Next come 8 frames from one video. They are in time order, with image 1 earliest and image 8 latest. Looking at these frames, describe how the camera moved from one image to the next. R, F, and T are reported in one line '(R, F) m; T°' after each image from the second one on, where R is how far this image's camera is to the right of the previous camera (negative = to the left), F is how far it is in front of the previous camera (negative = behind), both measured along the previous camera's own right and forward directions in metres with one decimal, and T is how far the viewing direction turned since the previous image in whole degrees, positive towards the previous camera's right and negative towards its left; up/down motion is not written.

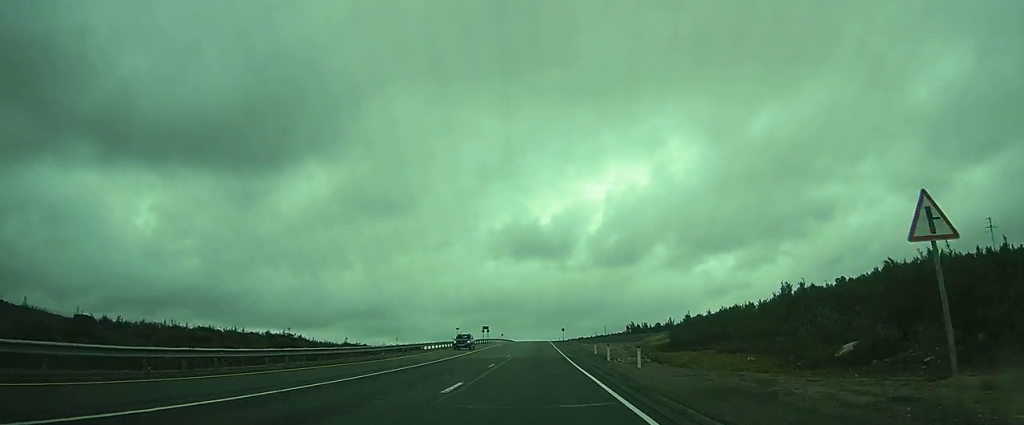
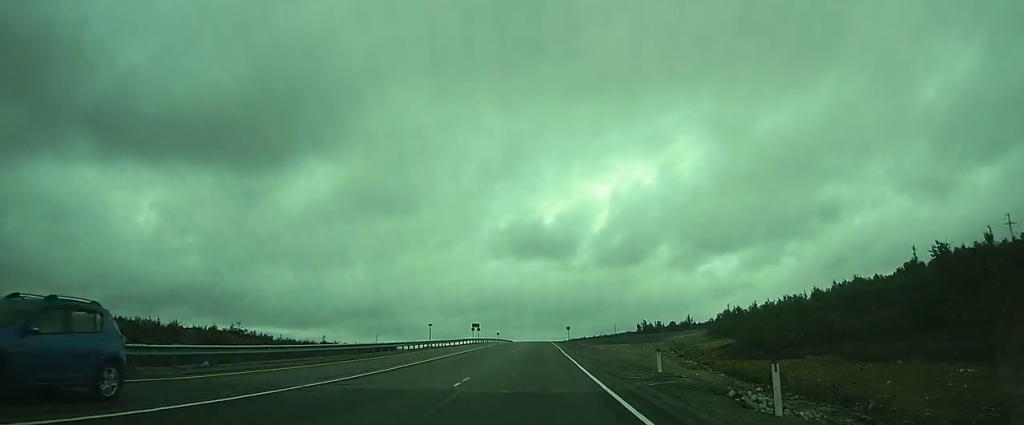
(+0.2, +22.4) m; 0°
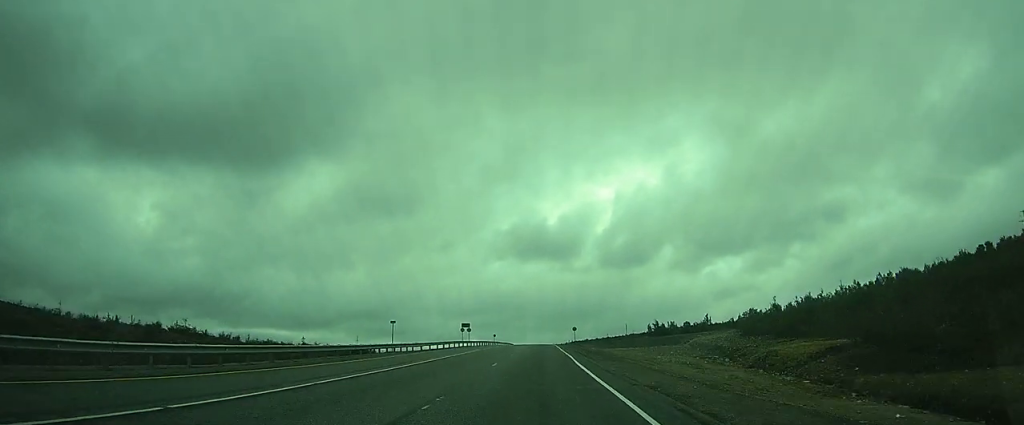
(0.0, +17.2) m; 0°
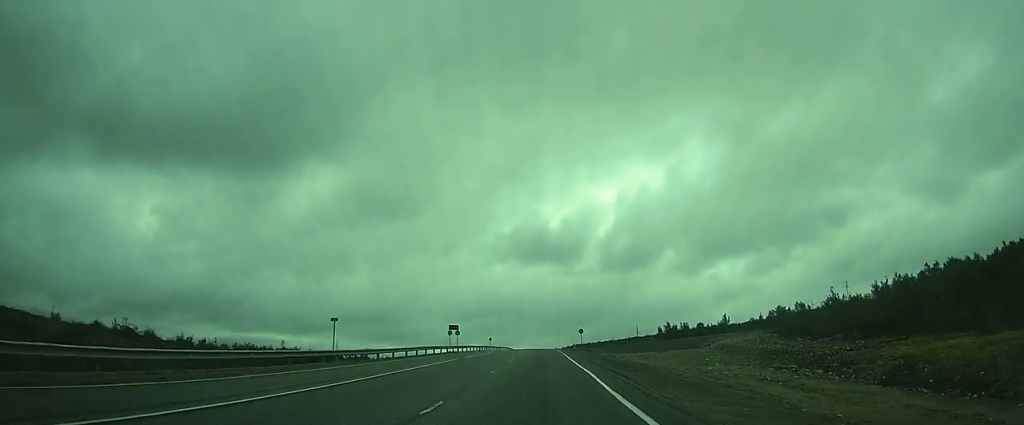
(-0.1, +14.1) m; -1°
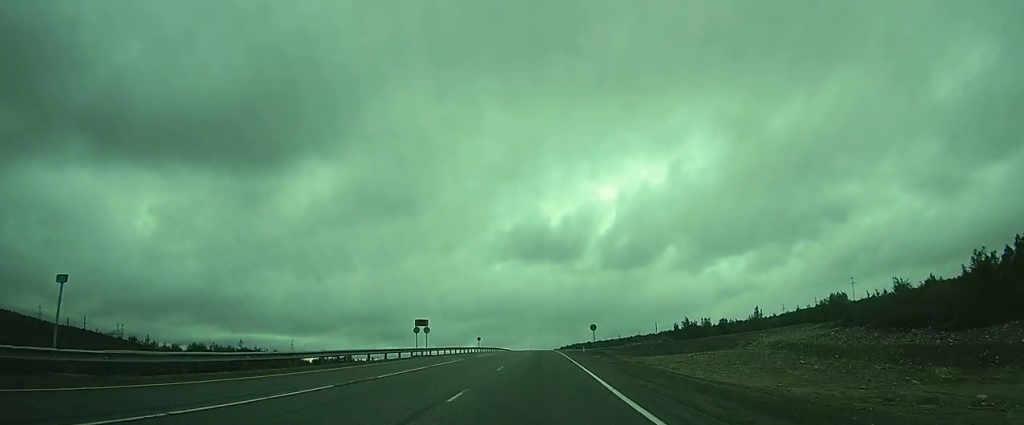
(0.0, +21.3) m; 0°
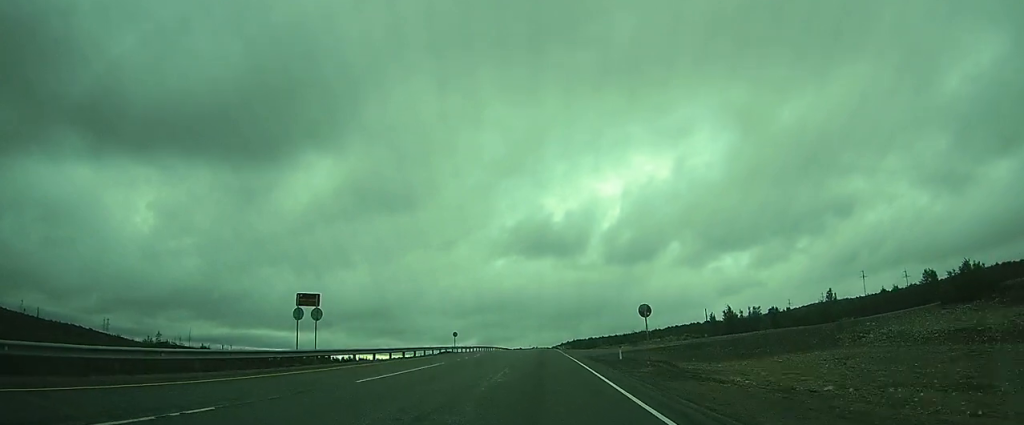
(+0.3, +30.4) m; +1°
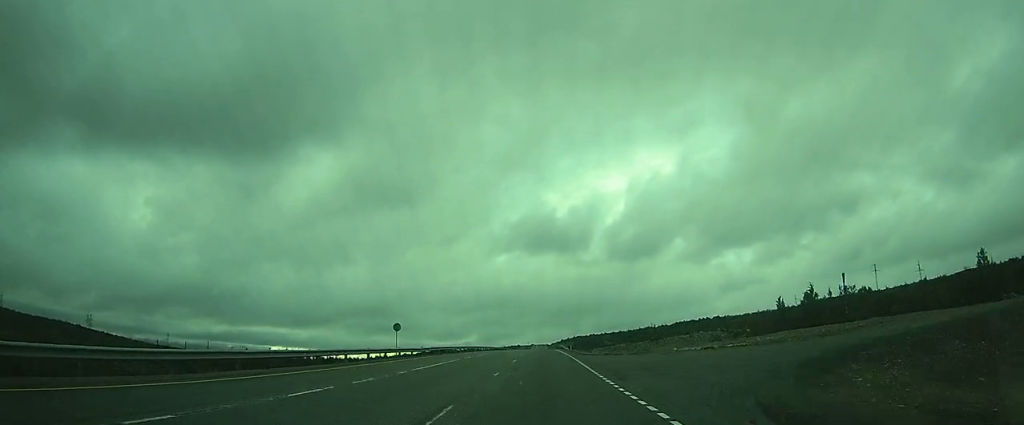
(+0.5, +32.8) m; +1°
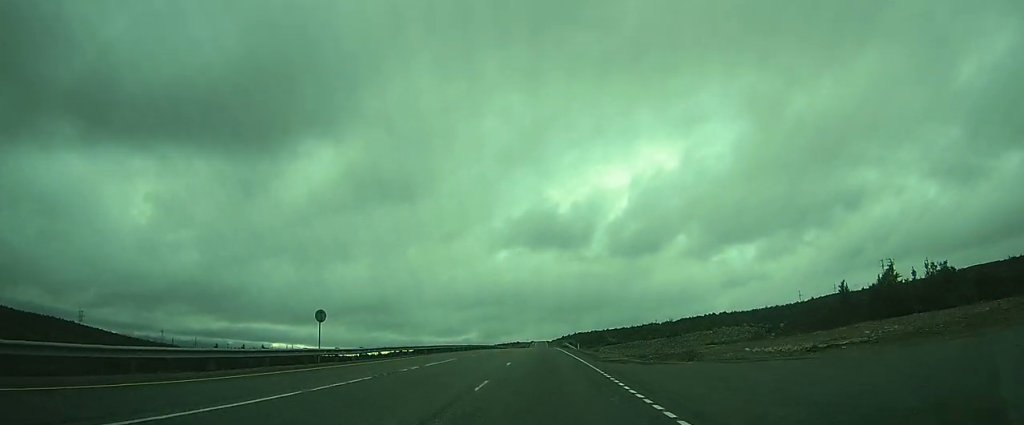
(0.0, +17.8) m; 0°
